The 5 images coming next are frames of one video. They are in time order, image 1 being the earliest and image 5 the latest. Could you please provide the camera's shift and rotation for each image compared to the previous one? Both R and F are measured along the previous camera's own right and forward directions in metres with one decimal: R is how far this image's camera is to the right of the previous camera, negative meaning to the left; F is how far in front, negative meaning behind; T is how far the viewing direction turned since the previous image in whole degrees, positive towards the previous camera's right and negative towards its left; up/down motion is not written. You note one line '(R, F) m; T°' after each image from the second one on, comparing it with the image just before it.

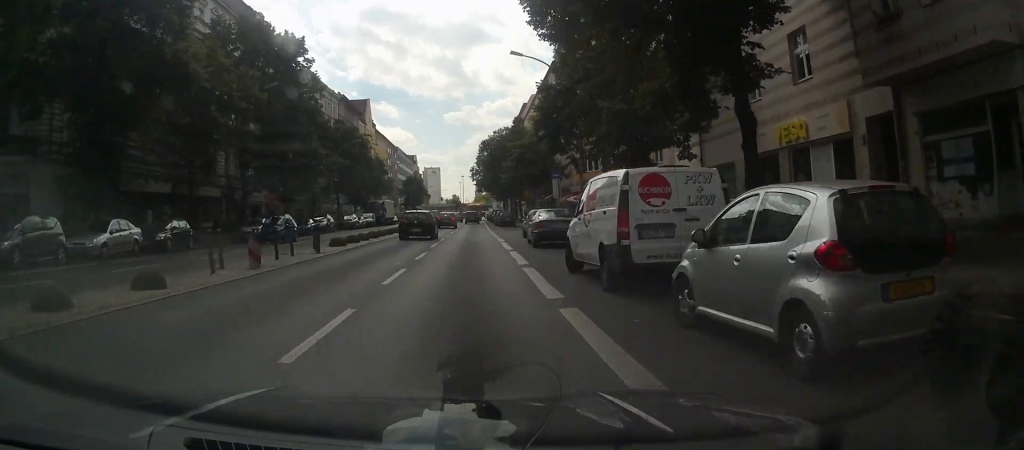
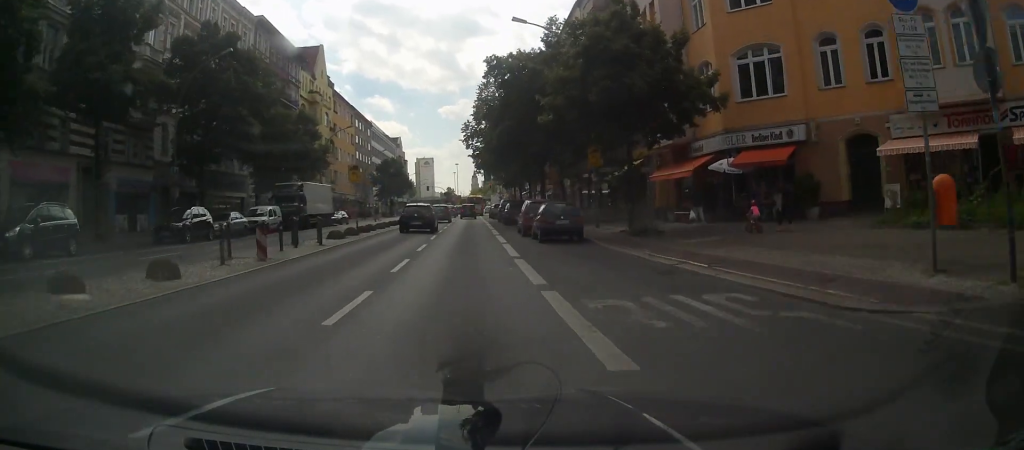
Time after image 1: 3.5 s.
(+0.4, +40.4) m; -1°
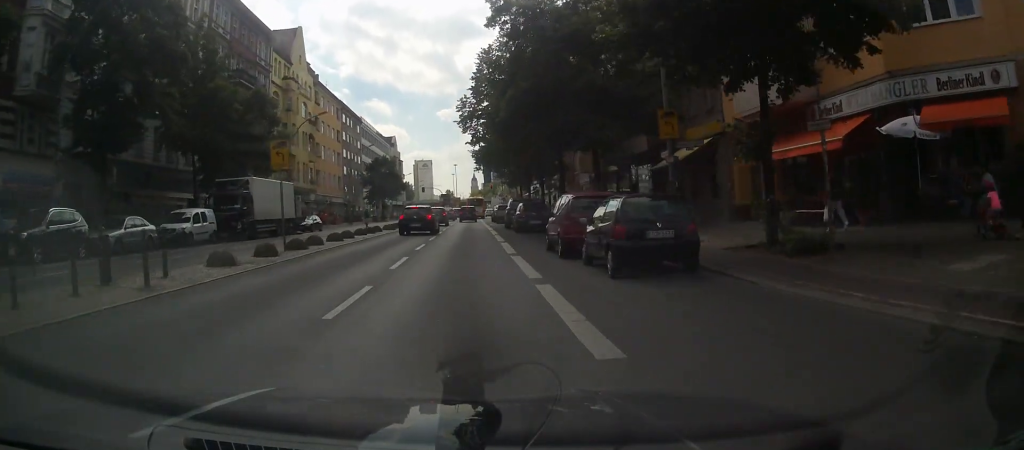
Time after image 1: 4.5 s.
(-0.2, +11.9) m; -1°
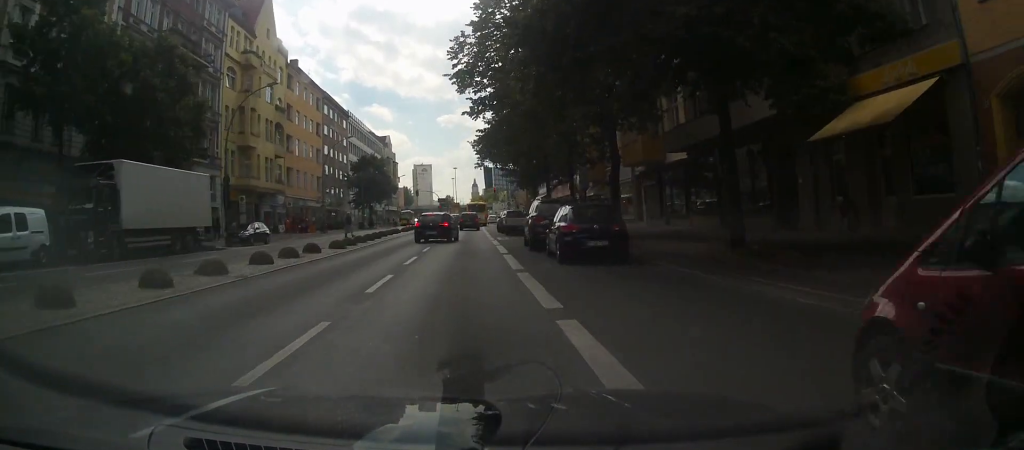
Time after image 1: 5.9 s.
(+0.2, +15.1) m; +2°
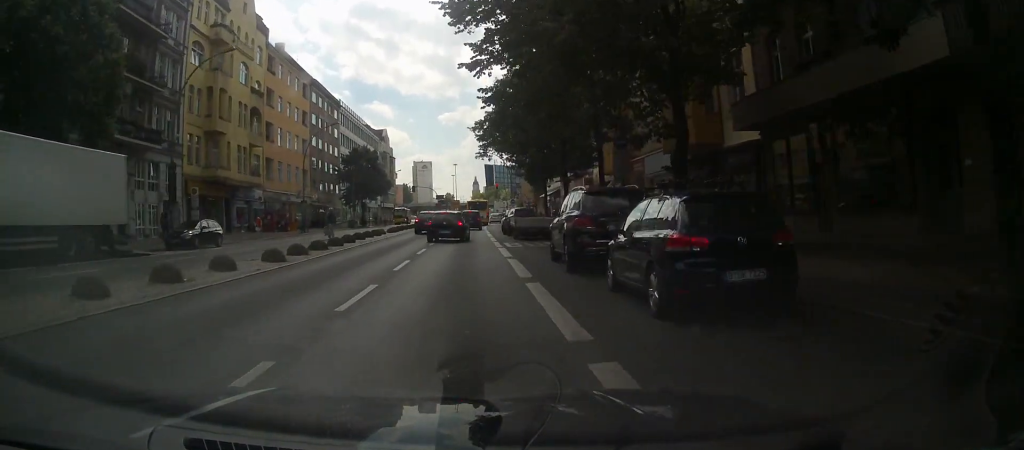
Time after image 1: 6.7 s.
(+0.2, +8.3) m; 0°
